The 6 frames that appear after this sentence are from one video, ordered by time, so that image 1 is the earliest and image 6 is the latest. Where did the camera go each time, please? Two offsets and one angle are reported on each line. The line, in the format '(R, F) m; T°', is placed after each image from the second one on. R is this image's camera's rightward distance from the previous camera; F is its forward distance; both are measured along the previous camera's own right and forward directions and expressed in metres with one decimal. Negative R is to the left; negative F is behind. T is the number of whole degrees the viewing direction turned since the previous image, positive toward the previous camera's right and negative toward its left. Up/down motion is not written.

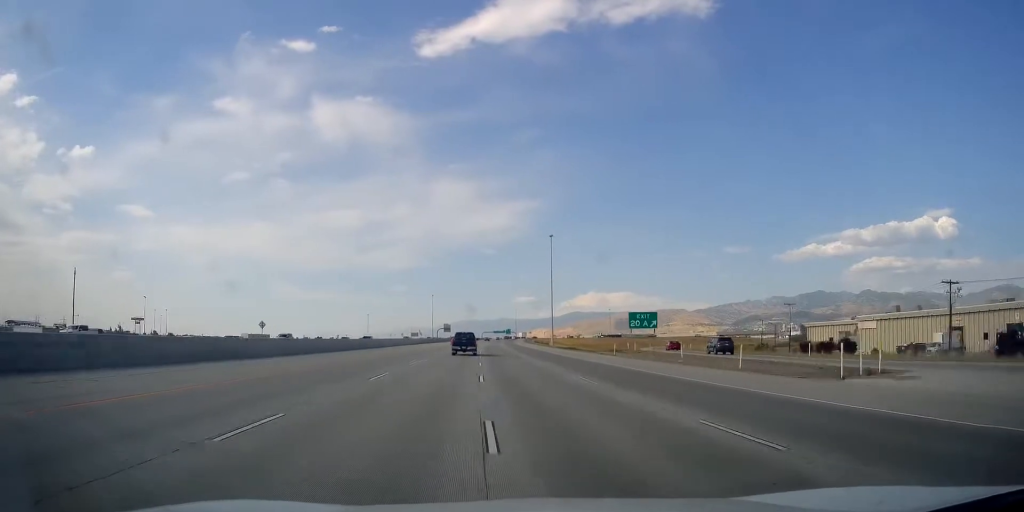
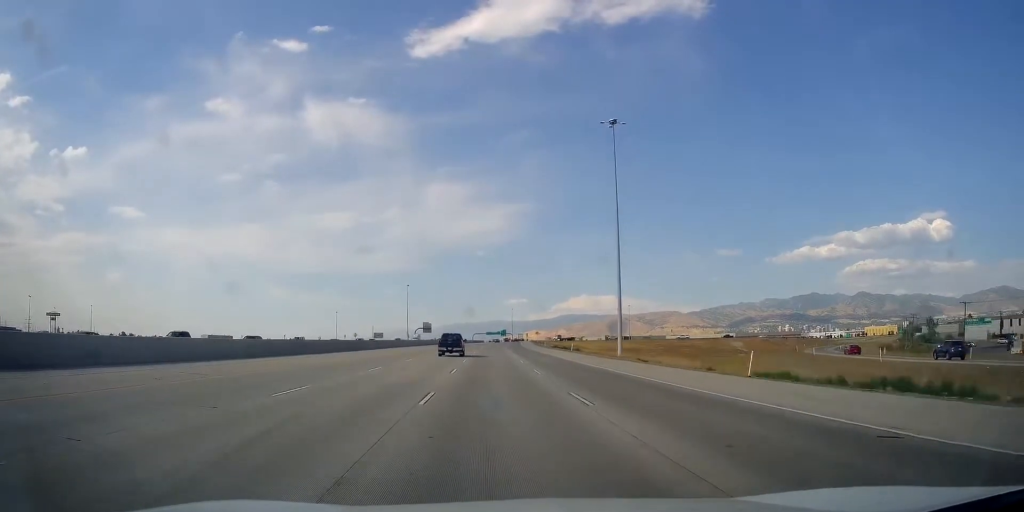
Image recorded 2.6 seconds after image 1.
(-0.3, +89.4) m; 0°
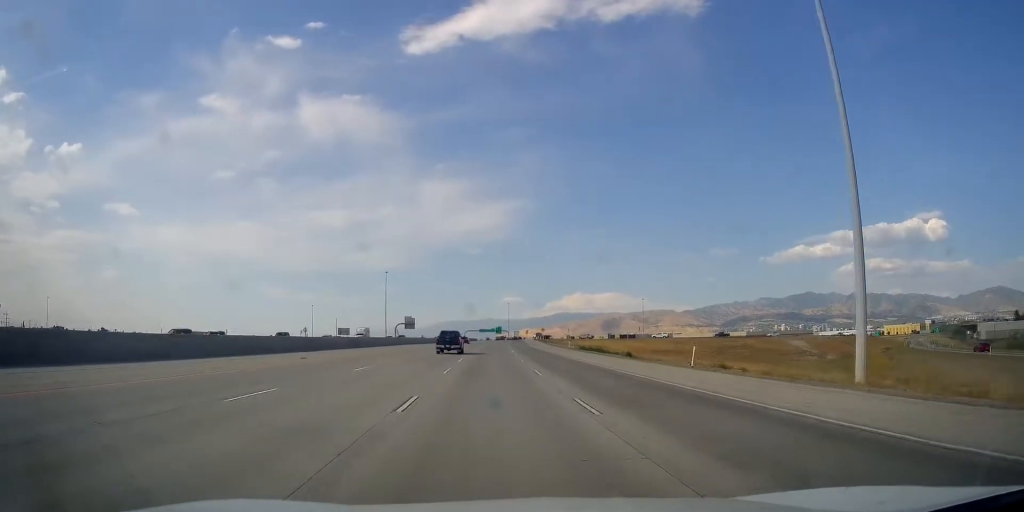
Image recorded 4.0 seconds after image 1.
(+1.3, +49.7) m; +1°
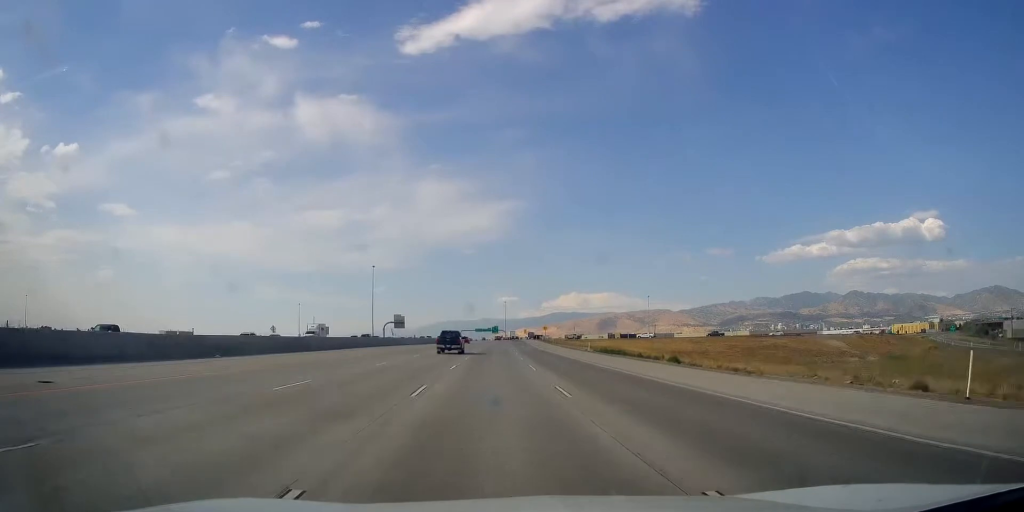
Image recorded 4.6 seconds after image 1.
(-0.4, +20.7) m; 0°
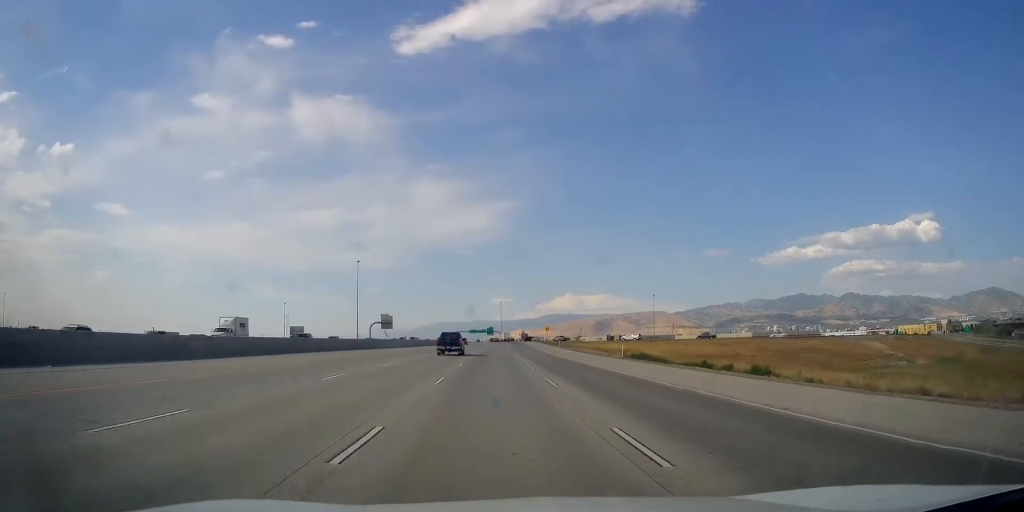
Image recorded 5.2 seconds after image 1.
(-0.2, +19.6) m; 0°
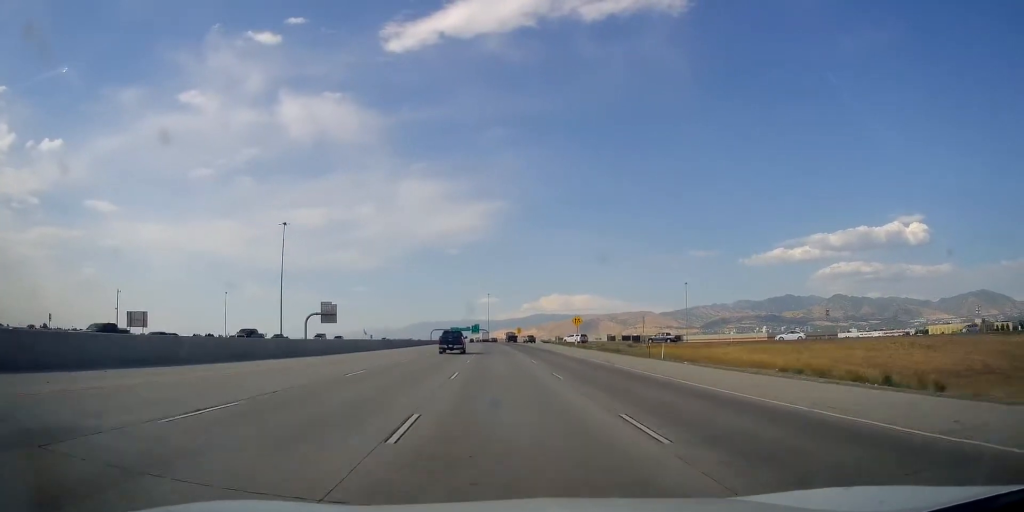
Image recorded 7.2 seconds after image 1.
(+0.9, +70.1) m; +2°
